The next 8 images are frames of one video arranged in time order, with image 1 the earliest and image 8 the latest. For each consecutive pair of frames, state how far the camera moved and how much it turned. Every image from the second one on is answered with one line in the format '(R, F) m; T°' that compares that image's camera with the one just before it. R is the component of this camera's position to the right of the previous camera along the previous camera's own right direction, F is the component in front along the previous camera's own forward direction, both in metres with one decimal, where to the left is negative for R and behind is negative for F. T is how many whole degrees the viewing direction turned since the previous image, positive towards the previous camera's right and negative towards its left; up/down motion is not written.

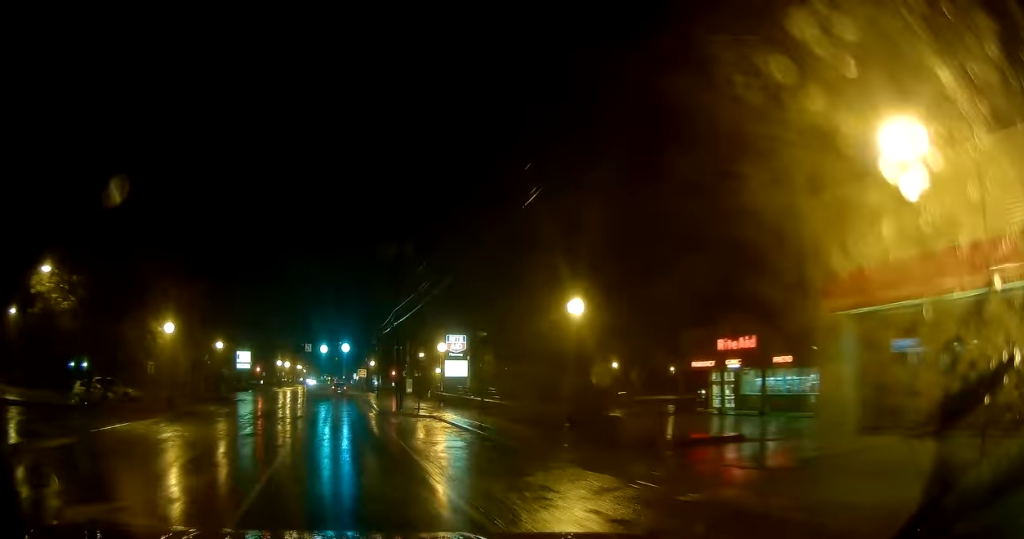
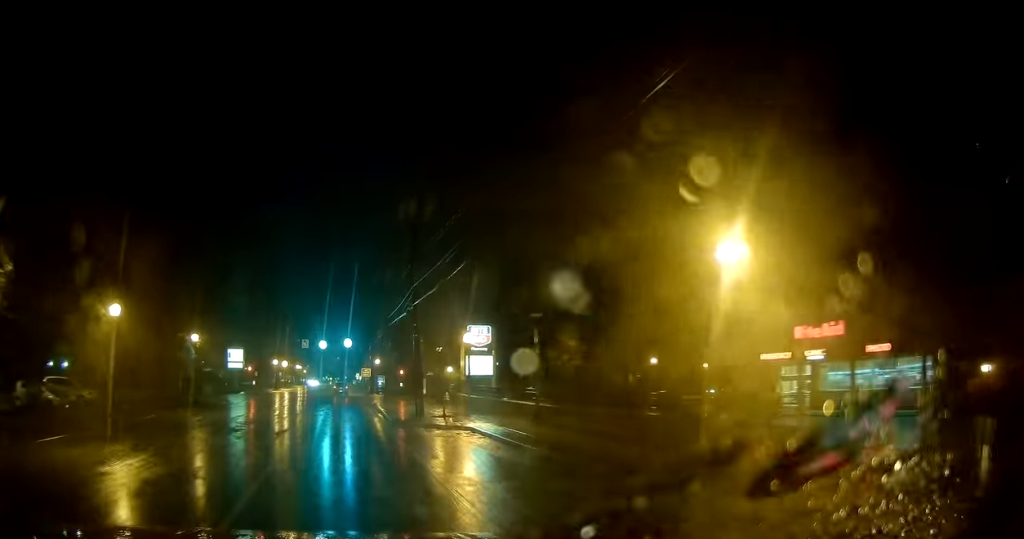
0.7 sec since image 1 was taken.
(-0.1, +8.6) m; 0°
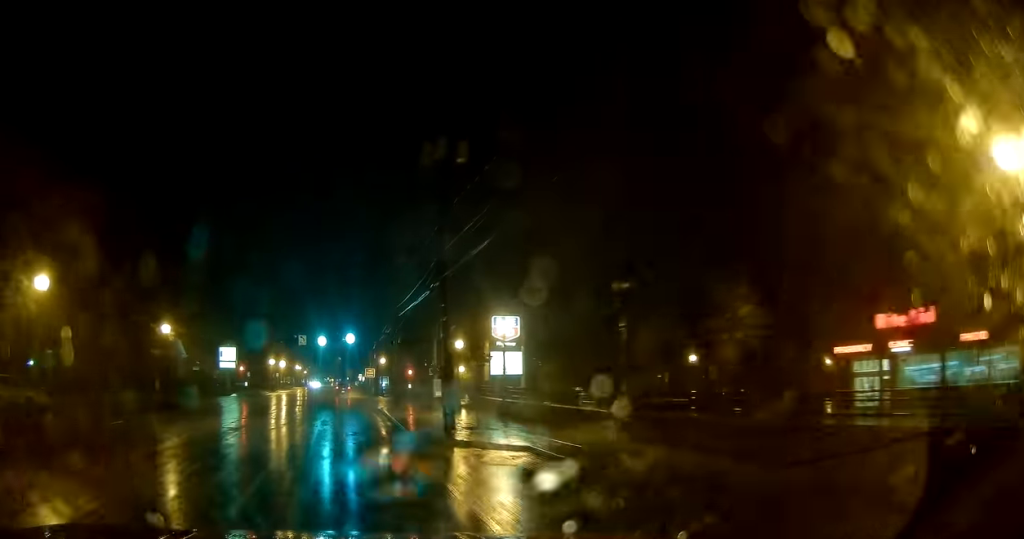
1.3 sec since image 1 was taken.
(0.0, +7.1) m; +1°
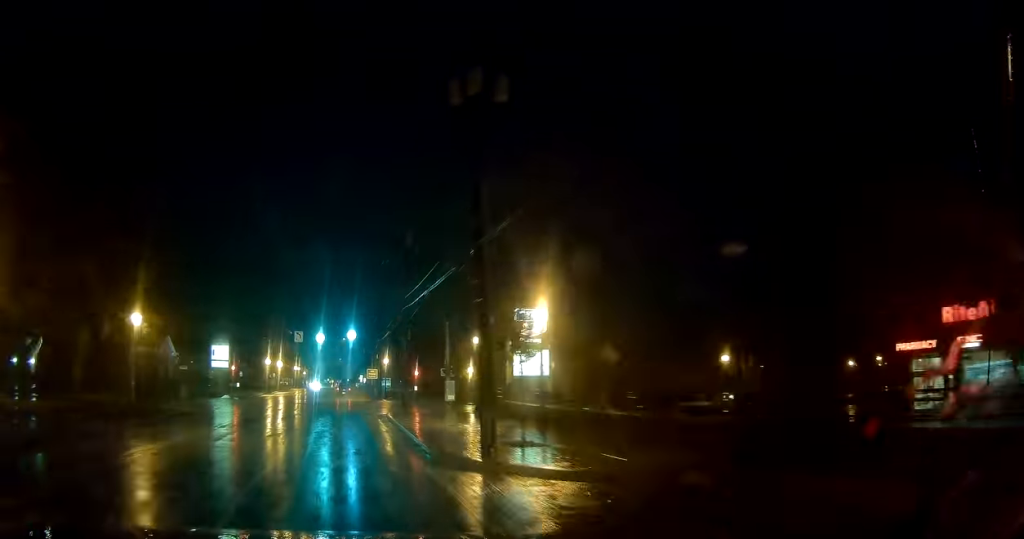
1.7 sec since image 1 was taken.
(0.0, +5.1) m; 0°
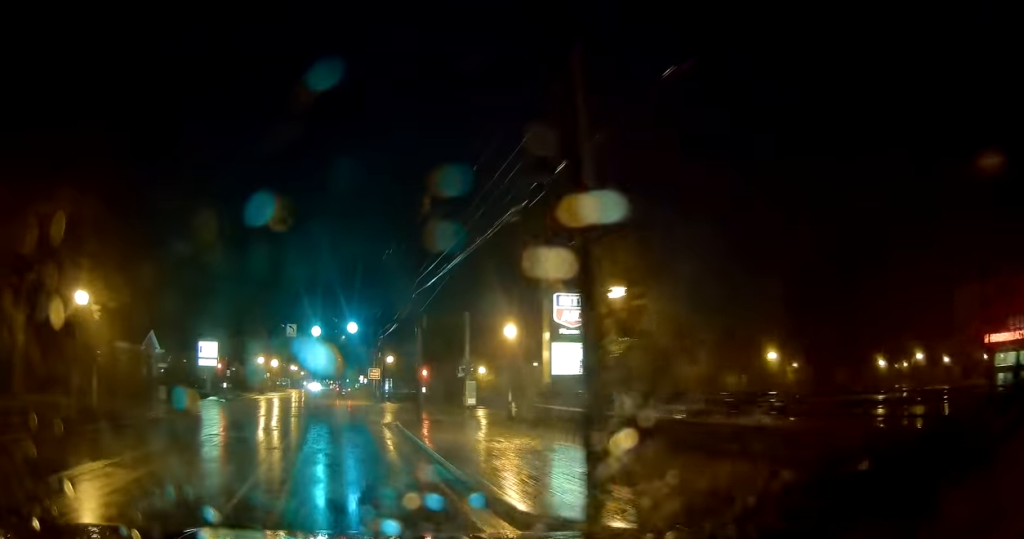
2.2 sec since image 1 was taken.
(+0.1, +6.4) m; 0°
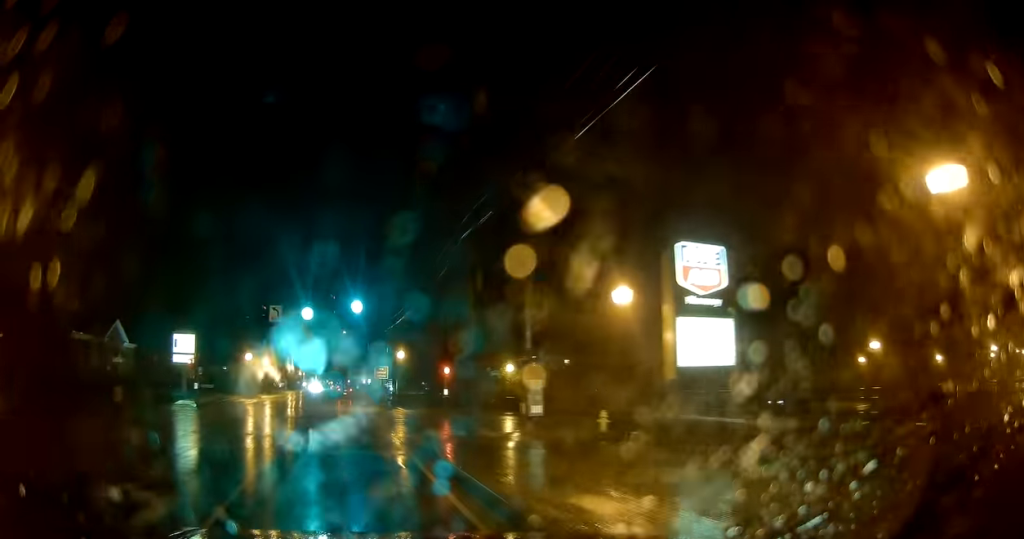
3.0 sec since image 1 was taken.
(-0.1, +10.8) m; -1°
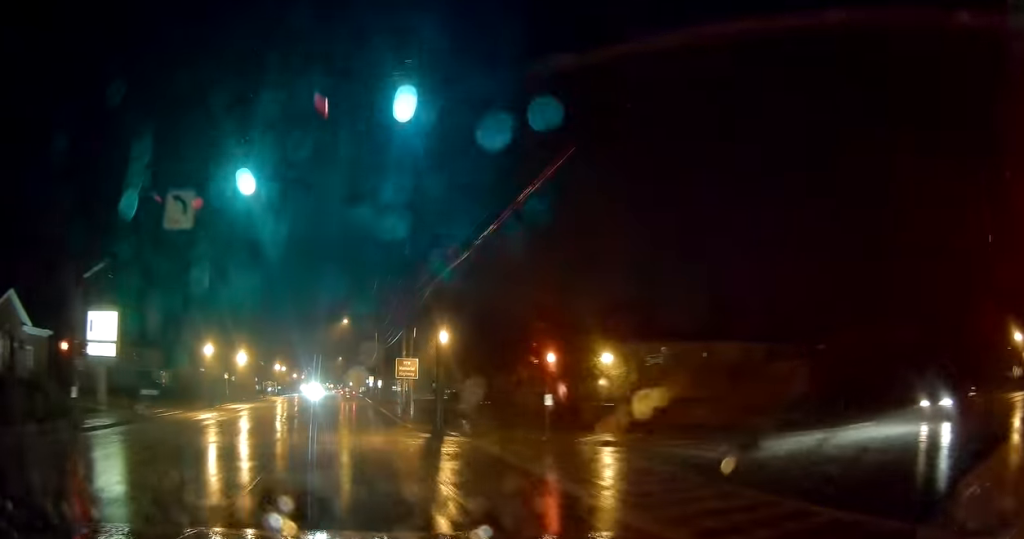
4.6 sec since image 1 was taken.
(-0.1, +20.6) m; 0°
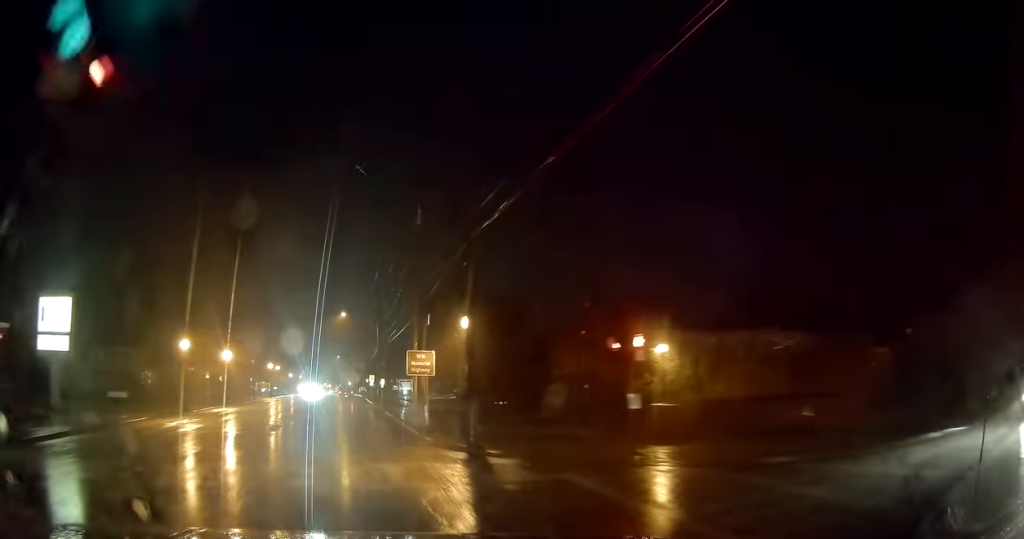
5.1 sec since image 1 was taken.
(0.0, +6.7) m; 0°
